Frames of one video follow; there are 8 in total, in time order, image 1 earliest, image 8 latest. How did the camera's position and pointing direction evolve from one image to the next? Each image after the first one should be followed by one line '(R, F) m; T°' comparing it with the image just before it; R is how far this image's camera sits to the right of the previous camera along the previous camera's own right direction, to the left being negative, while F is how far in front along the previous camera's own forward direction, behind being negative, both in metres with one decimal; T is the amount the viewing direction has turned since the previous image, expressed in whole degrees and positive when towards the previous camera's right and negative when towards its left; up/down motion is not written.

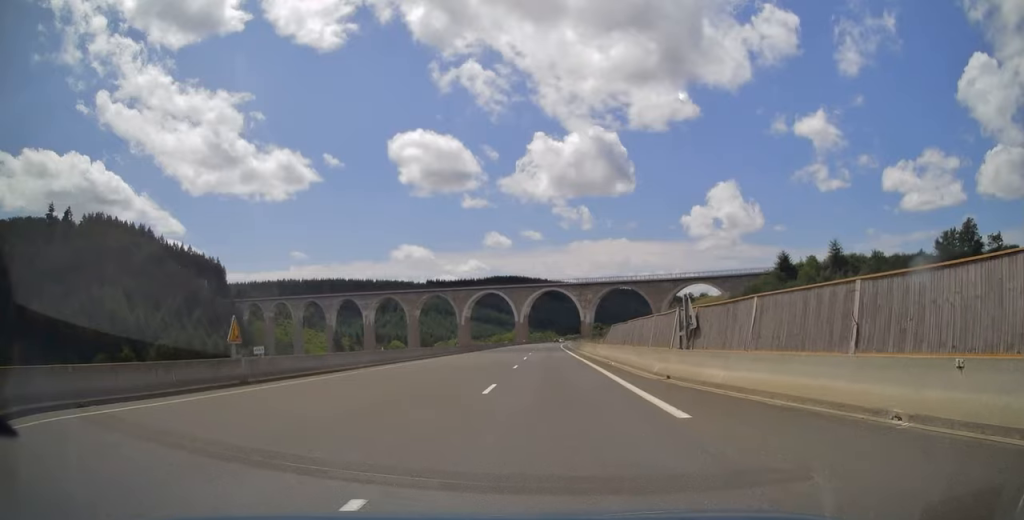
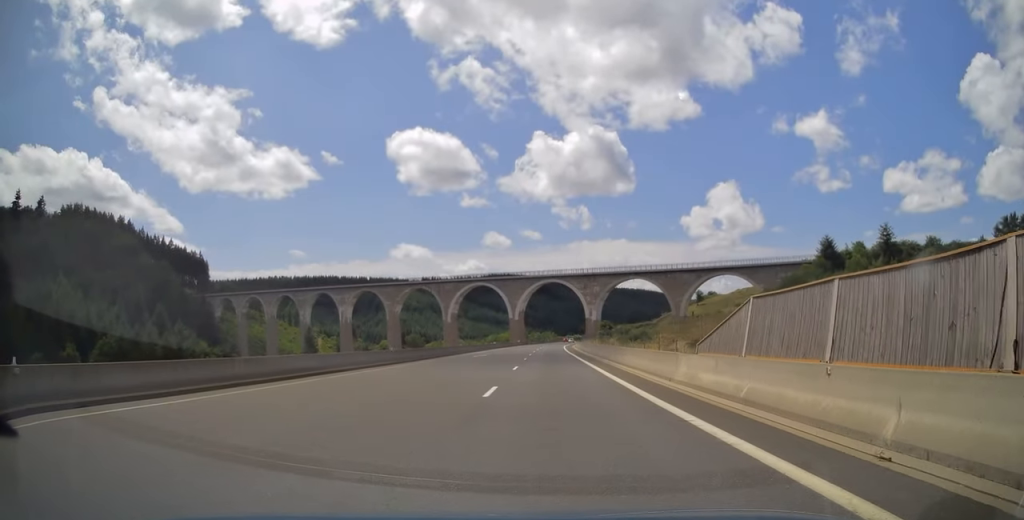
(-0.2, +26.8) m; 0°
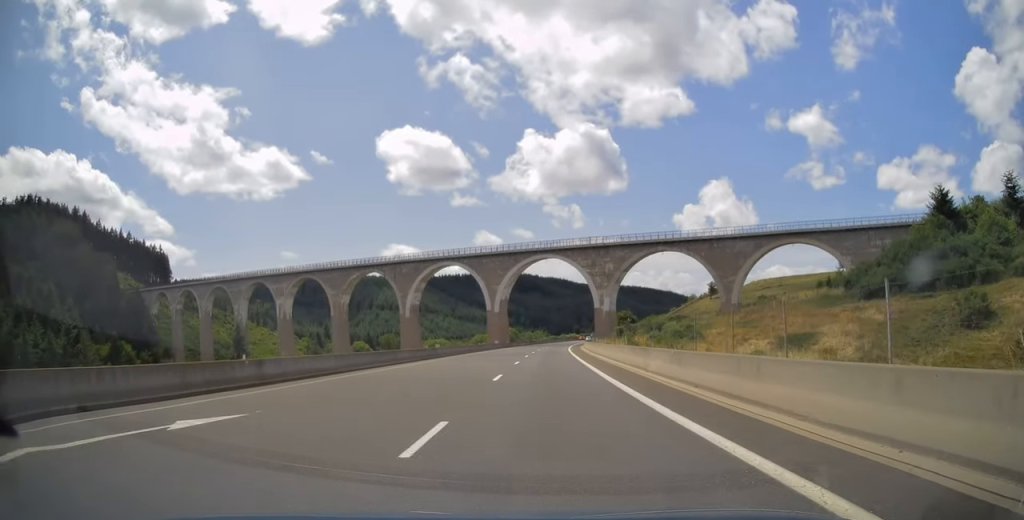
(+0.2, +46.3) m; +2°
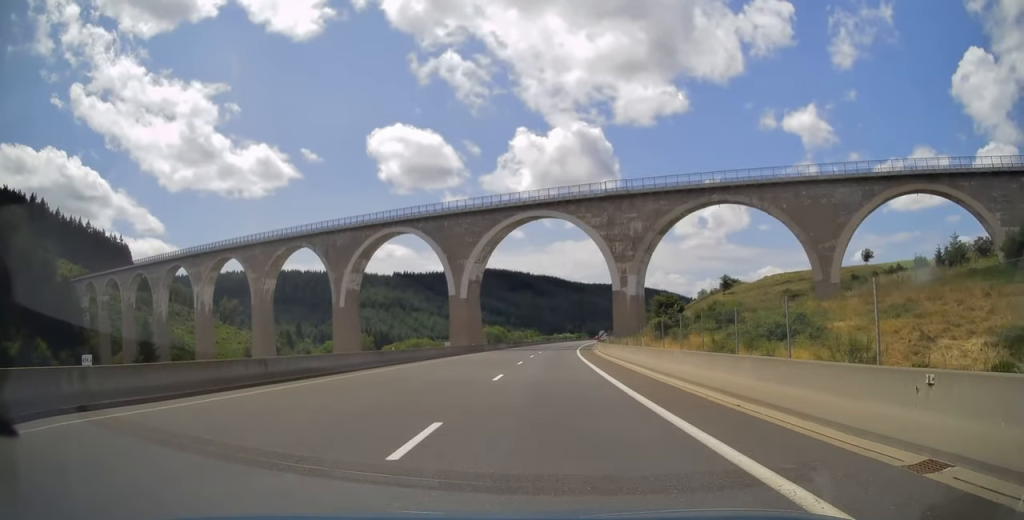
(+0.4, +38.9) m; 0°
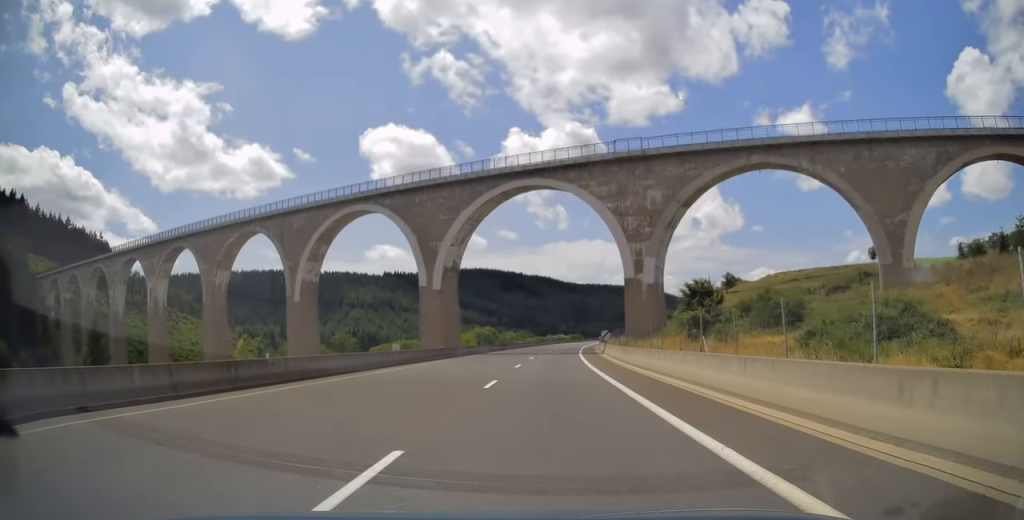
(-0.2, +15.4) m; 0°
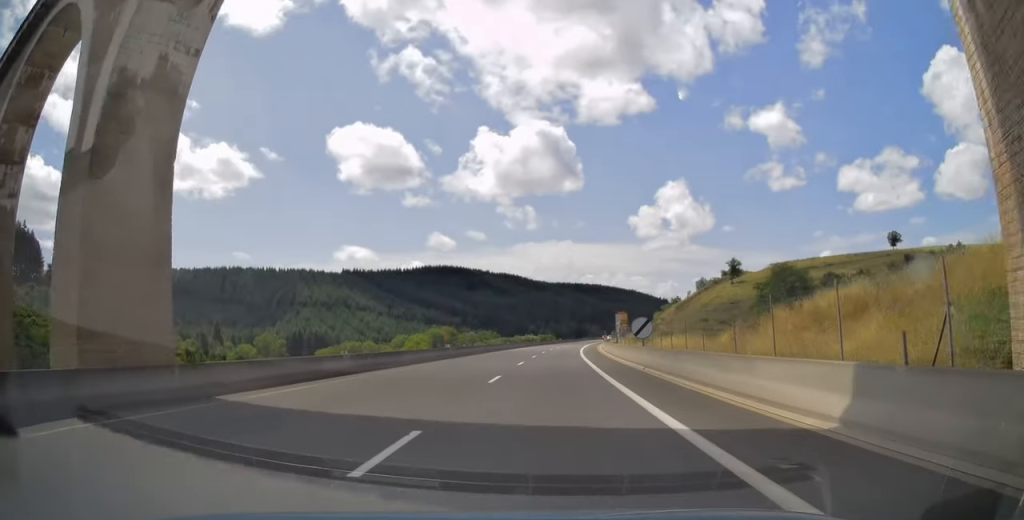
(+1.0, +49.7) m; +3°
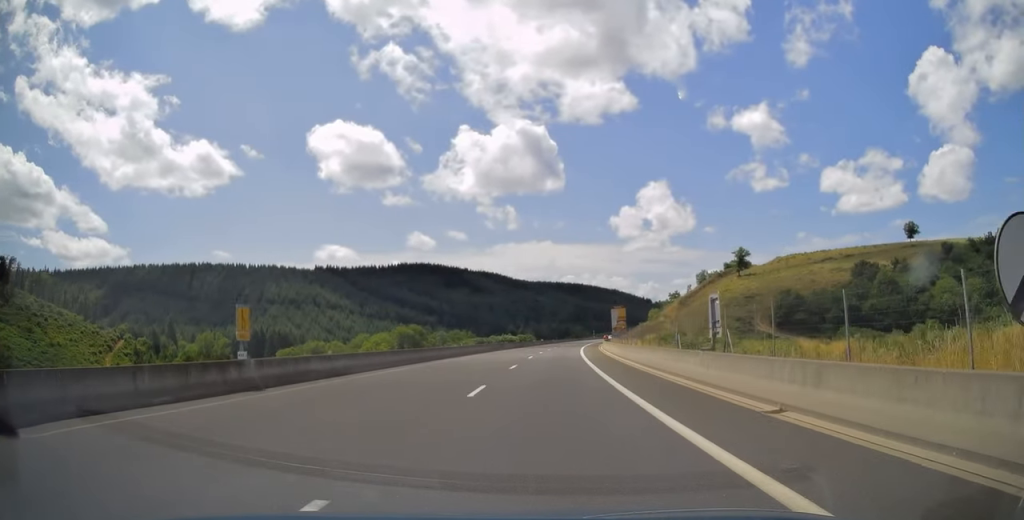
(+0.5, +30.2) m; +2°
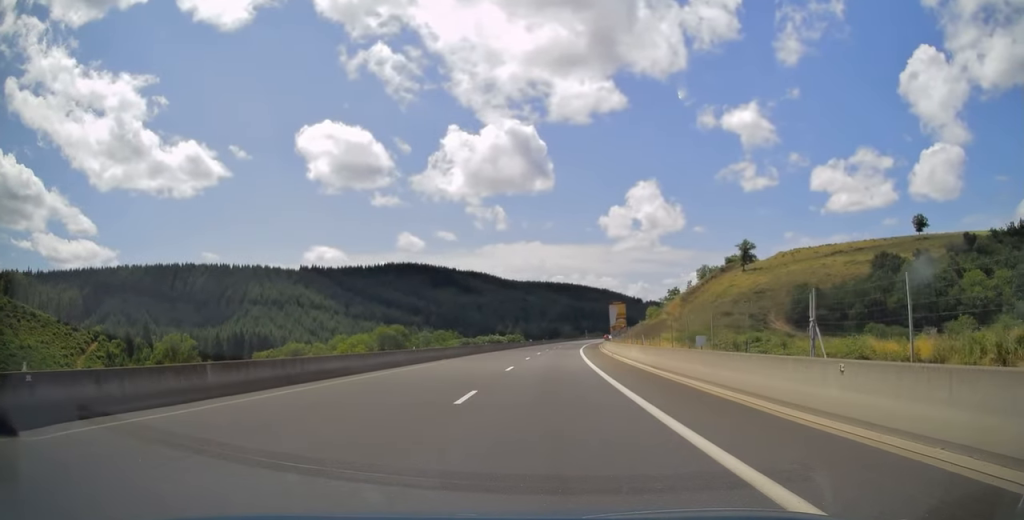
(0.0, +14.9) m; +1°
